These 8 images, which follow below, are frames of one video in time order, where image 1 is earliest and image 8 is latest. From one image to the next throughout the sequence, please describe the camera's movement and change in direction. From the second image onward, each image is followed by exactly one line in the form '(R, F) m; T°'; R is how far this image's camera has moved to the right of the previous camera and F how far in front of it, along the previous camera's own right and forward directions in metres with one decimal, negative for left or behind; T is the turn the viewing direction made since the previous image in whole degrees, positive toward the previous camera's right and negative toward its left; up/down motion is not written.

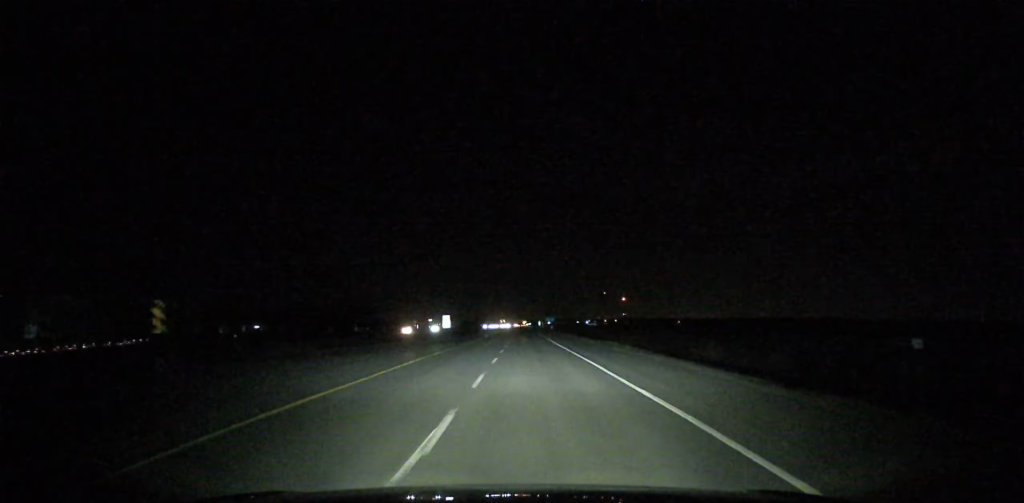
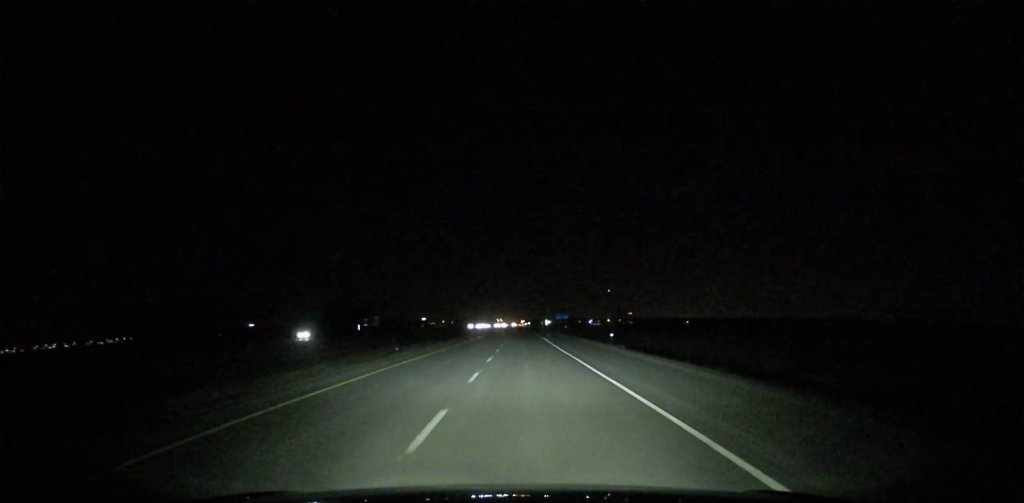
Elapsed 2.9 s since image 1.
(+0.1, +105.7) m; 0°
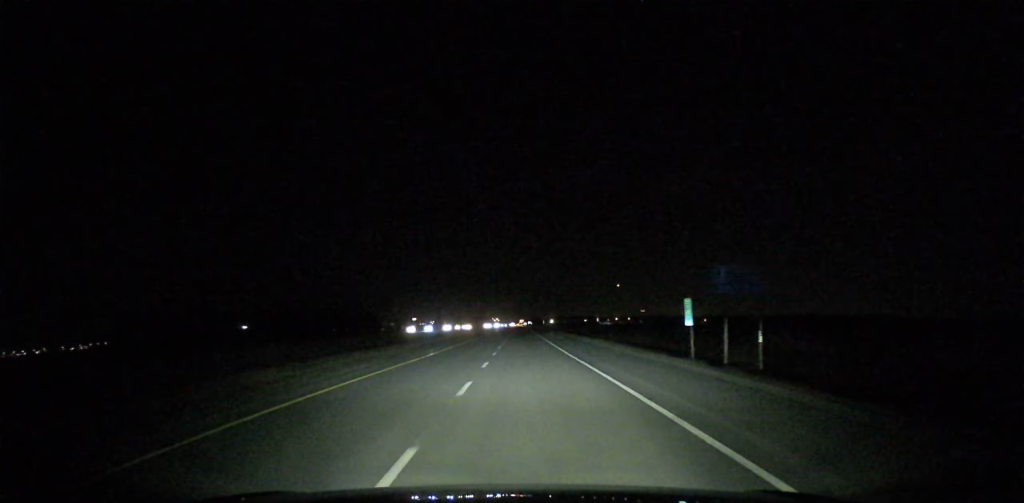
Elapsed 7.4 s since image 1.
(+0.1, +163.1) m; 0°
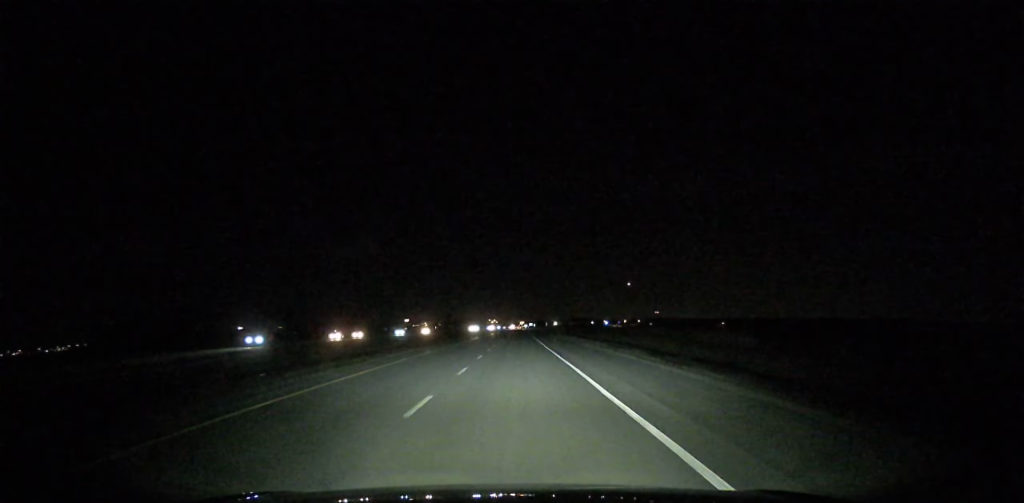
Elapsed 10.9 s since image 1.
(0.0, +126.6) m; 0°
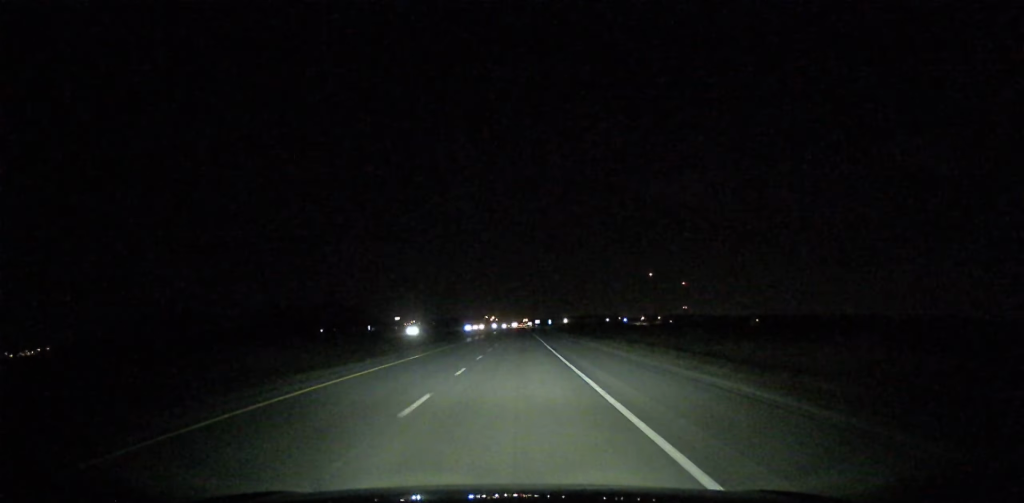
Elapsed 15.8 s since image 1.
(-0.4, +177.0) m; 0°
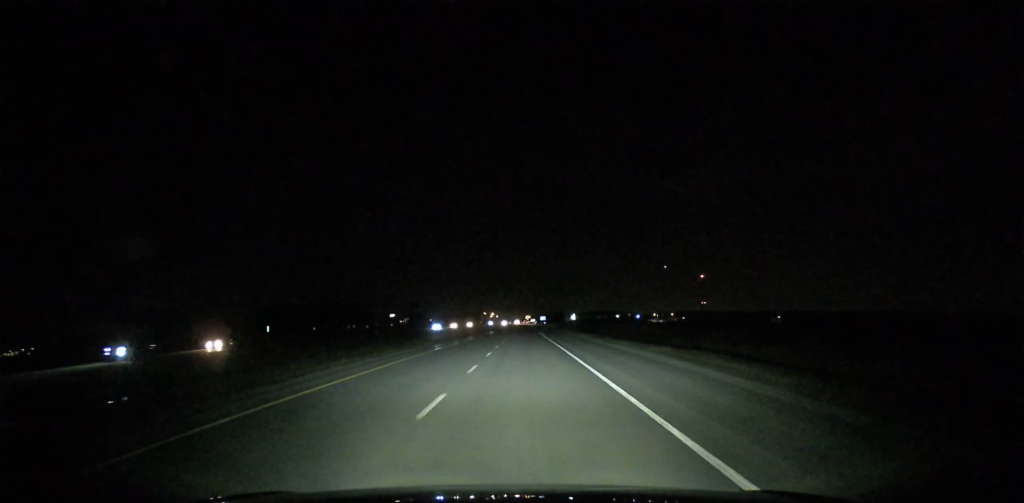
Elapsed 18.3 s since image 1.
(-0.3, +89.7) m; 0°
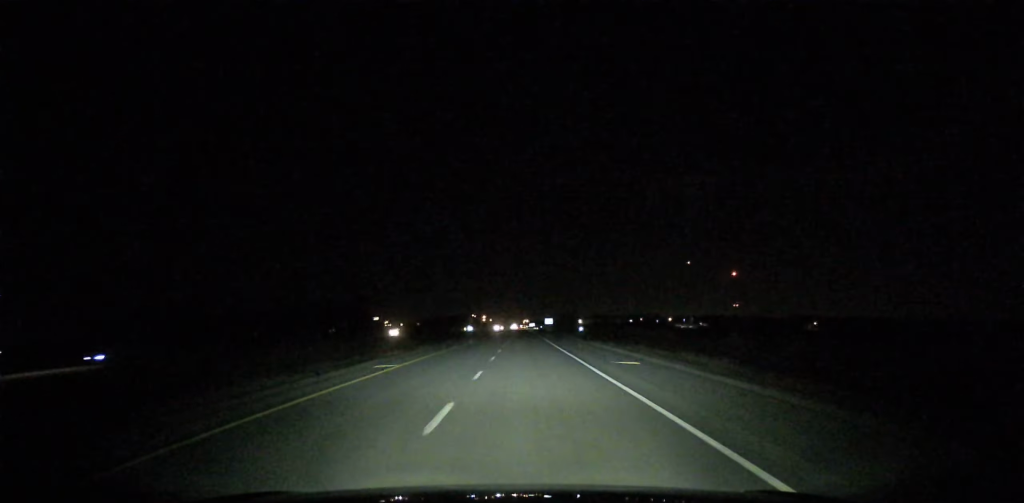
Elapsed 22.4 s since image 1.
(+0.5, +145.6) m; 0°
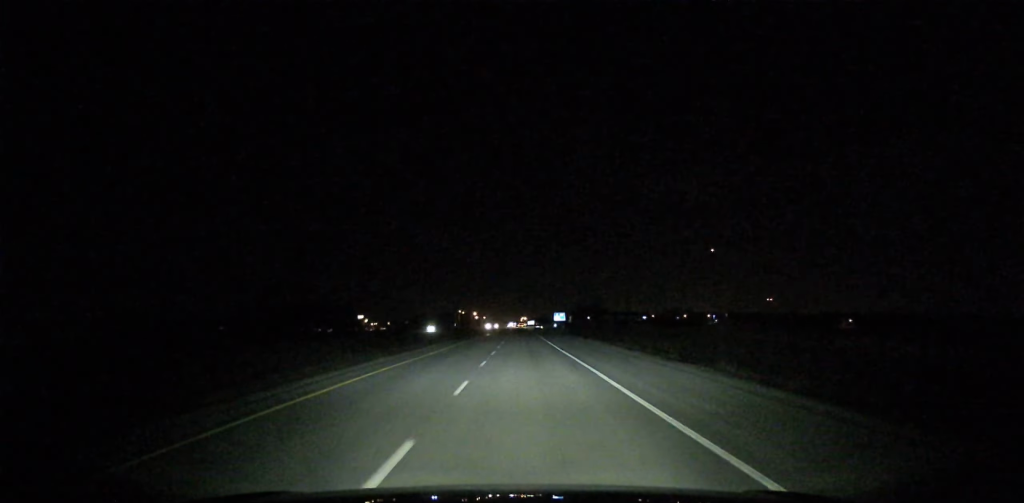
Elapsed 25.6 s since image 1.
(+0.1, +113.0) m; 0°
